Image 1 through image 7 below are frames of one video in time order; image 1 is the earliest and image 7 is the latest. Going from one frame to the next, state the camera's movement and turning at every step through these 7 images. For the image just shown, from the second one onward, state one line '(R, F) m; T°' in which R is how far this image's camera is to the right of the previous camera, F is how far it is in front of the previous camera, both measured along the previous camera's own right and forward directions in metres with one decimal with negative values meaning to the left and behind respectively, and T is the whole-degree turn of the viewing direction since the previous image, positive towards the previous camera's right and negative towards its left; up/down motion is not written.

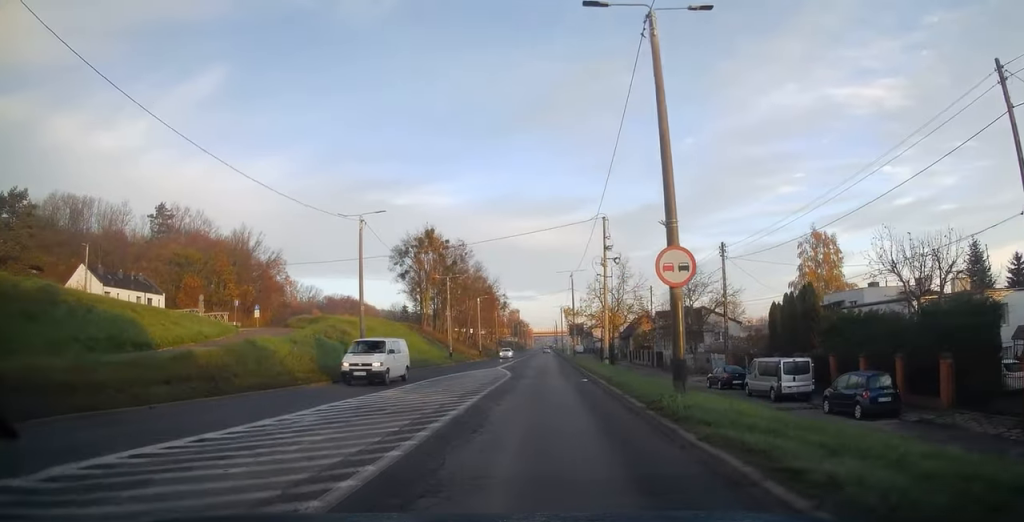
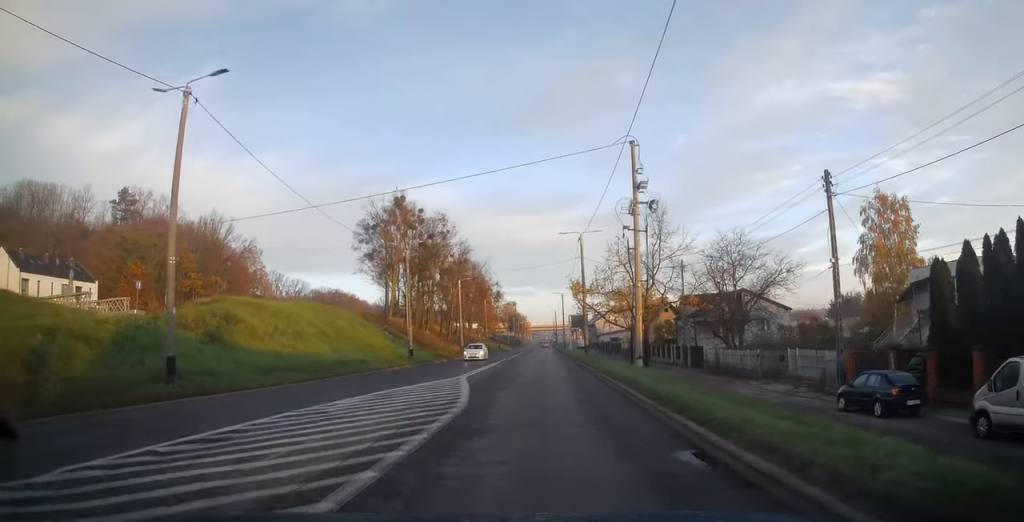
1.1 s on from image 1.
(-0.1, +17.9) m; 0°
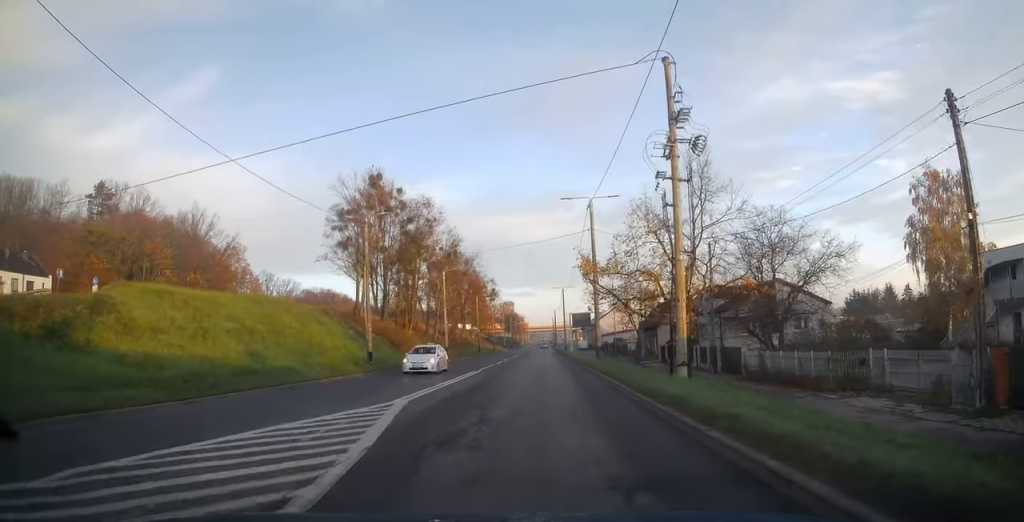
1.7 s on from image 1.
(0.0, +10.2) m; +1°
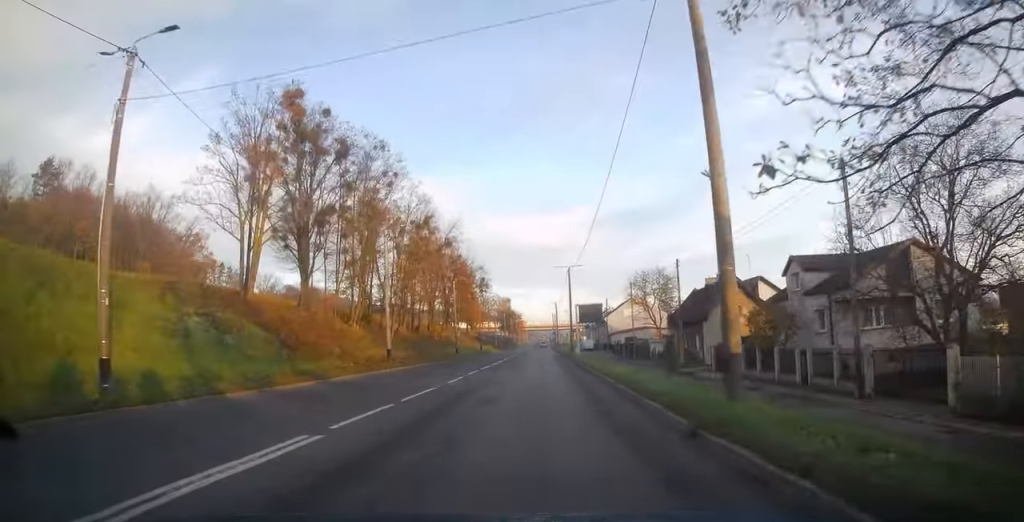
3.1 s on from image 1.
(+0.2, +22.5) m; 0°
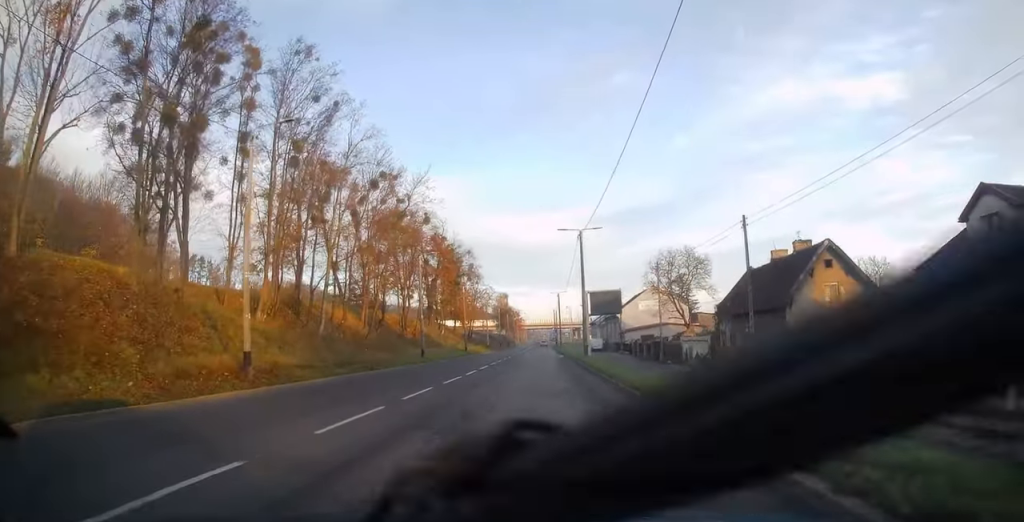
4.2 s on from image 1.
(-0.2, +19.1) m; -1°
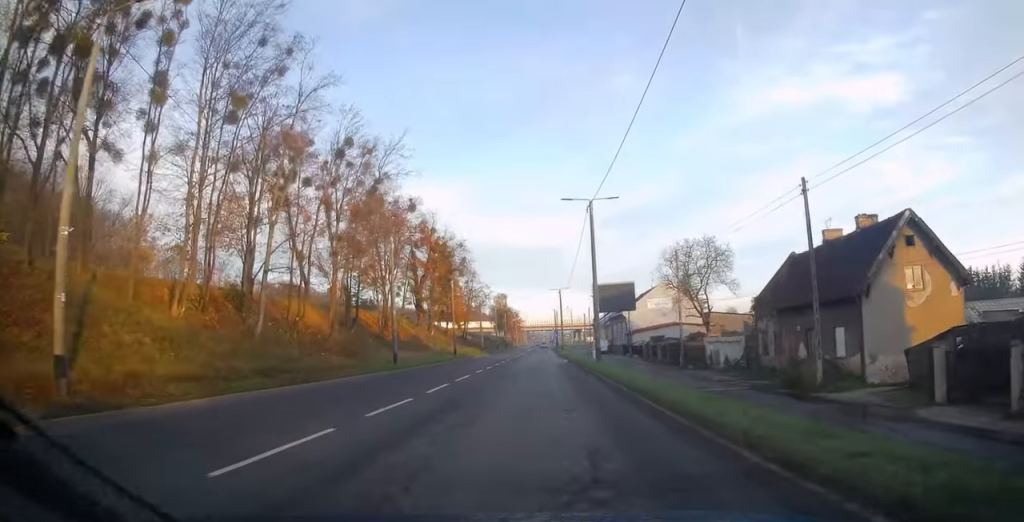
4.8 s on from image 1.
(-0.1, +9.1) m; 0°
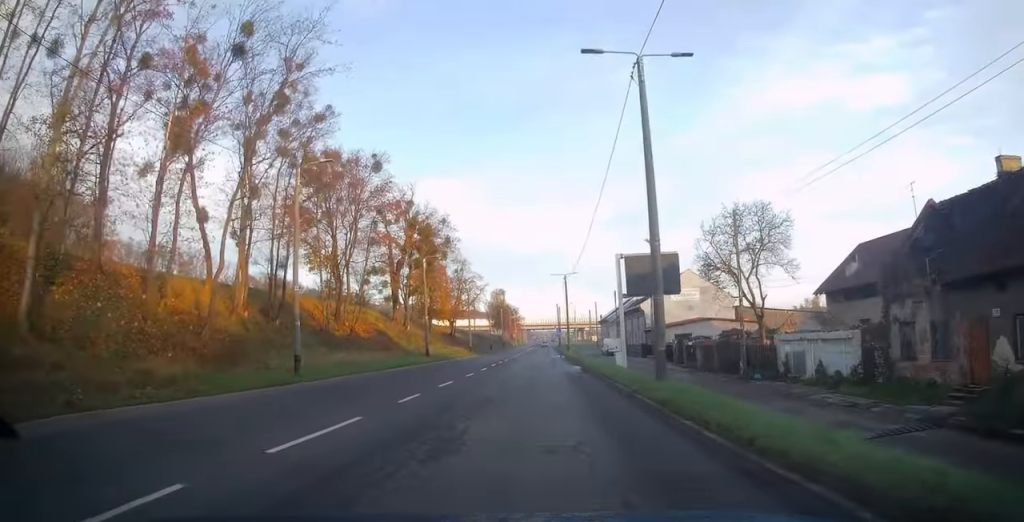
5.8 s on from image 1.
(+0.2, +16.7) m; 0°
